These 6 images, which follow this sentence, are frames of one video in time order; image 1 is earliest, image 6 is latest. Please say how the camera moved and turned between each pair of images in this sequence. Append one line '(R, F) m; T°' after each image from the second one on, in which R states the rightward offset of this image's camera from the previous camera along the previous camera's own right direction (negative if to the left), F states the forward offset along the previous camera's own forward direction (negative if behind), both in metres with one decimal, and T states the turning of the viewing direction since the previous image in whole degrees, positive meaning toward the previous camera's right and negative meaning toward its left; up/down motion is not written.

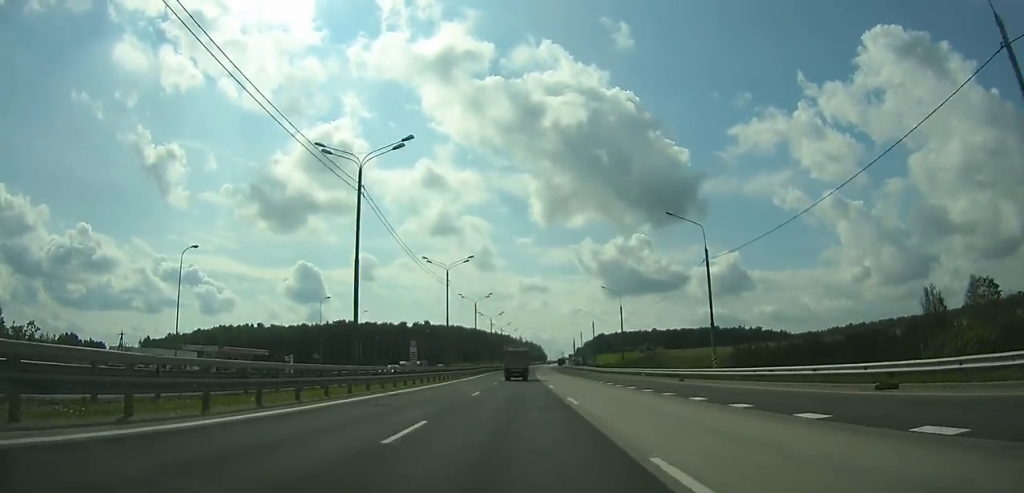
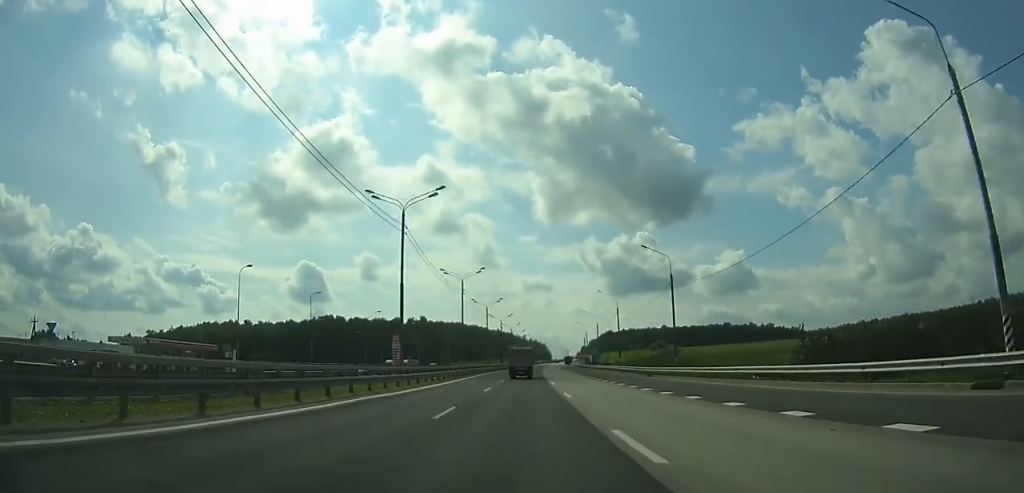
(0.0, +27.4) m; 0°
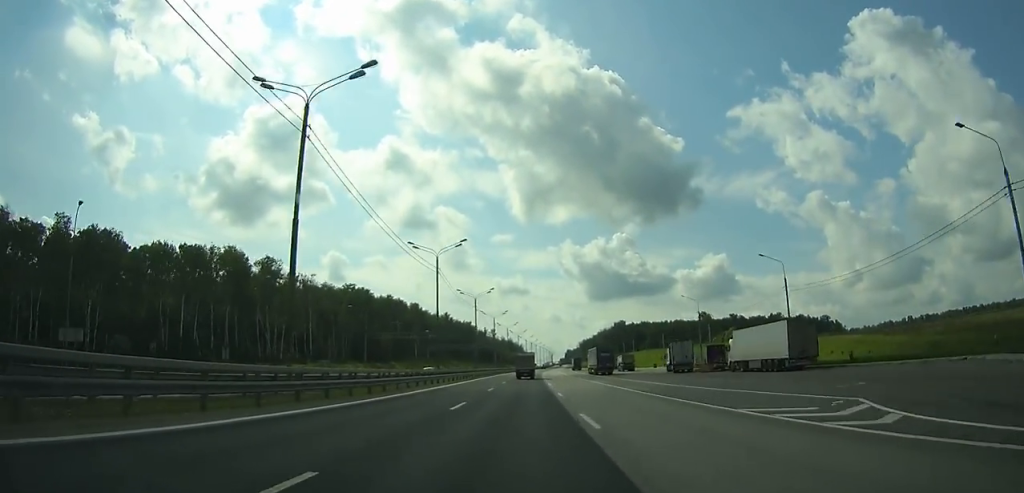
(+4.4, +205.0) m; +2°
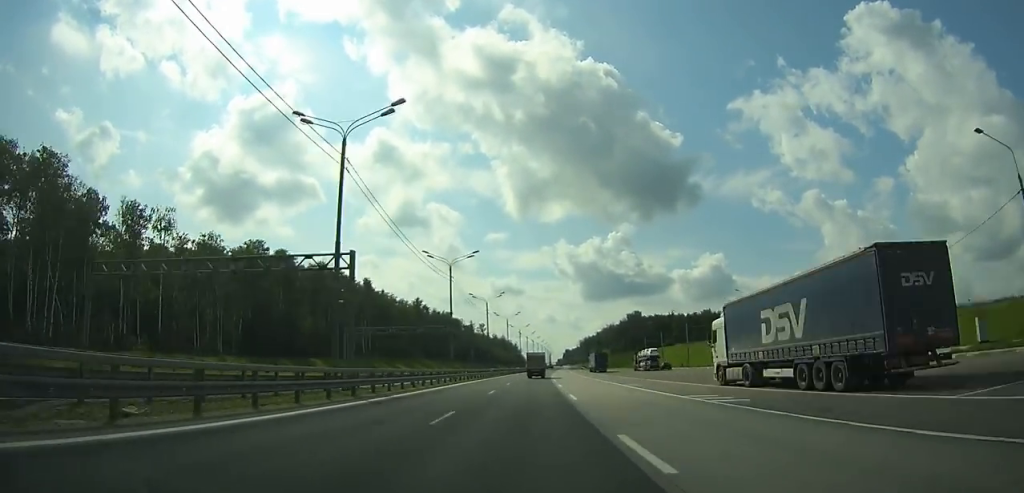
(+0.3, +69.3) m; +1°
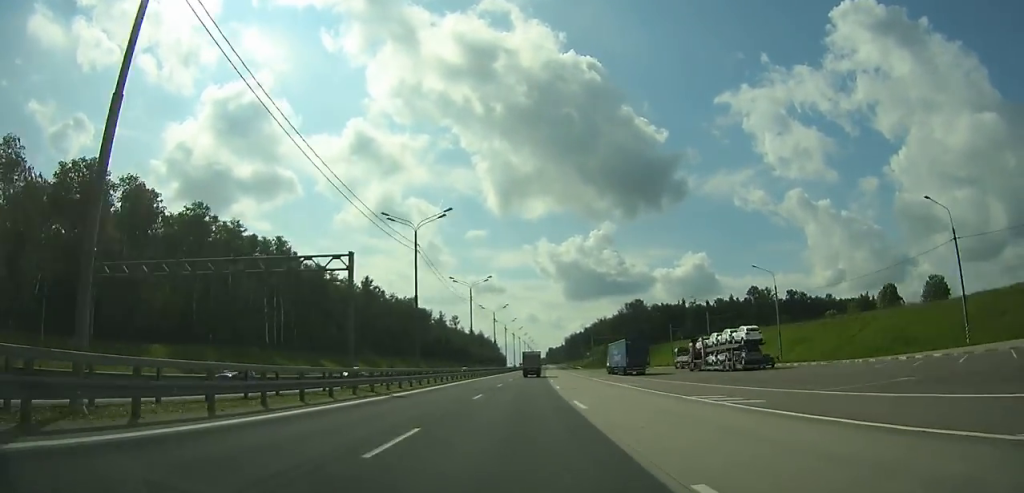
(+0.3, +52.2) m; +1°
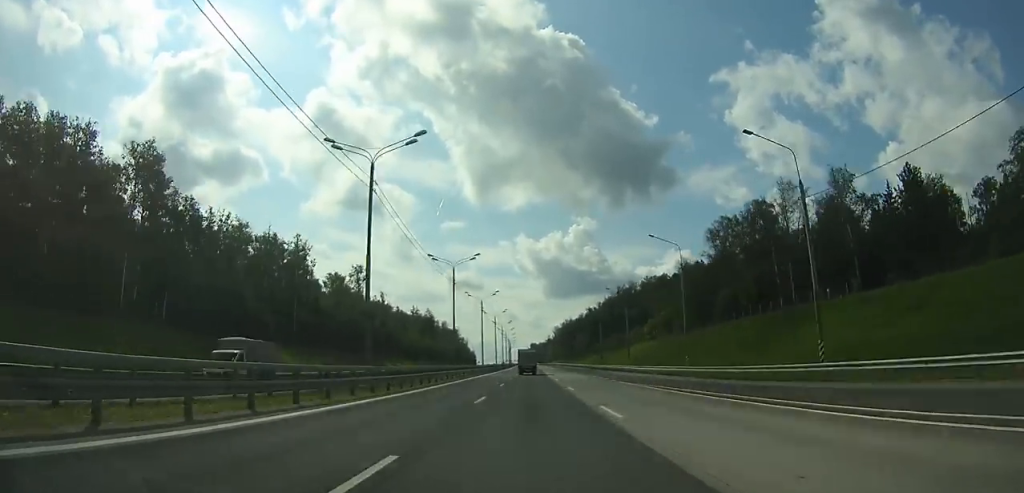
(+4.0, +163.3) m; +2°
